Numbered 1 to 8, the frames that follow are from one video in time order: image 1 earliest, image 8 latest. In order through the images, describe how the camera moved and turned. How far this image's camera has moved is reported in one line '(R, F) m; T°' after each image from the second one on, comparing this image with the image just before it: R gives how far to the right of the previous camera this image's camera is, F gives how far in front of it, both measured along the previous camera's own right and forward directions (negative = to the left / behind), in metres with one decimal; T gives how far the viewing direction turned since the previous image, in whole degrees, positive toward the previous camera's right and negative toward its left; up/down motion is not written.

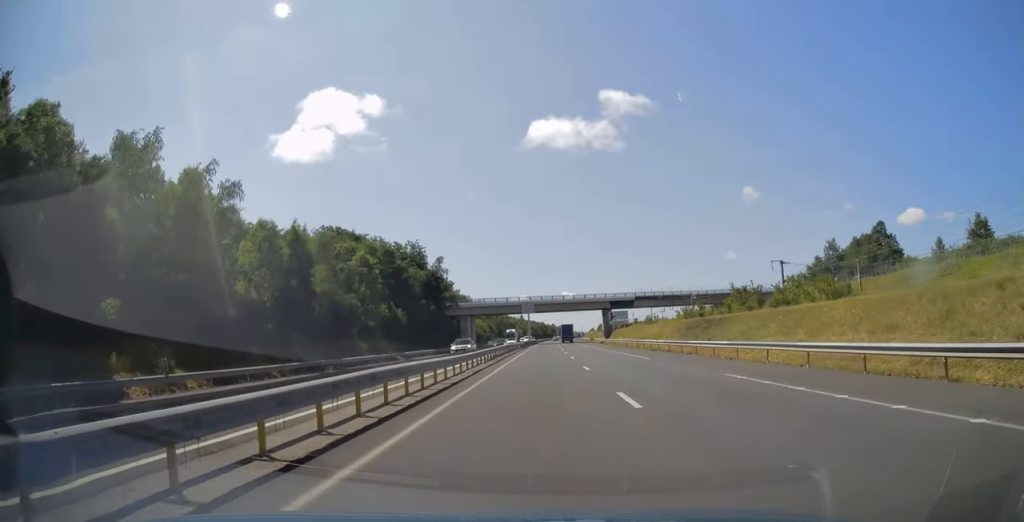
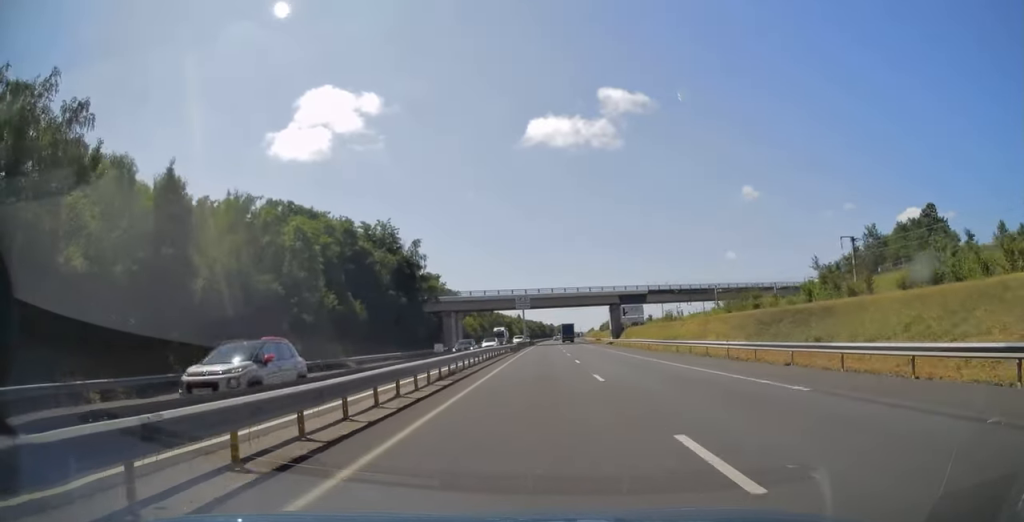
(+0.1, +18.4) m; 0°
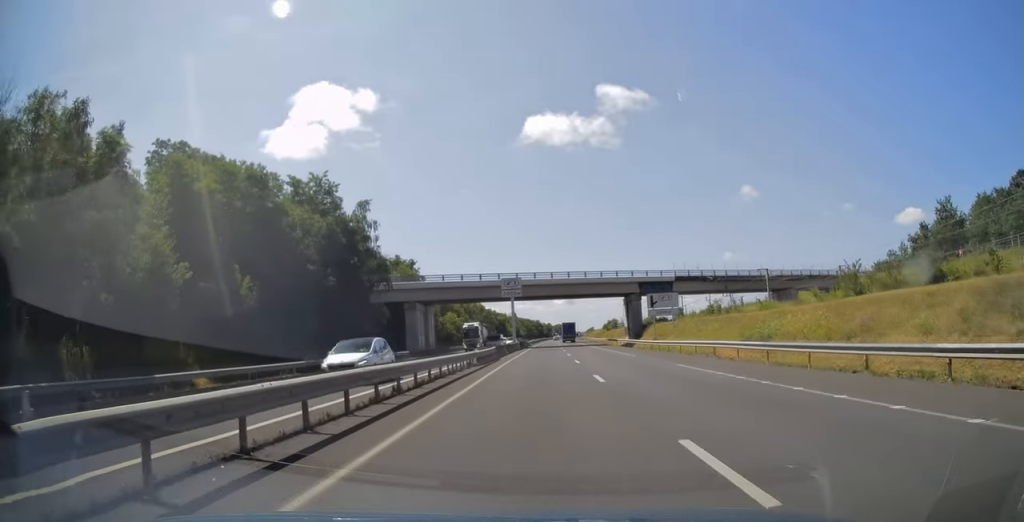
(+0.1, +25.4) m; 0°
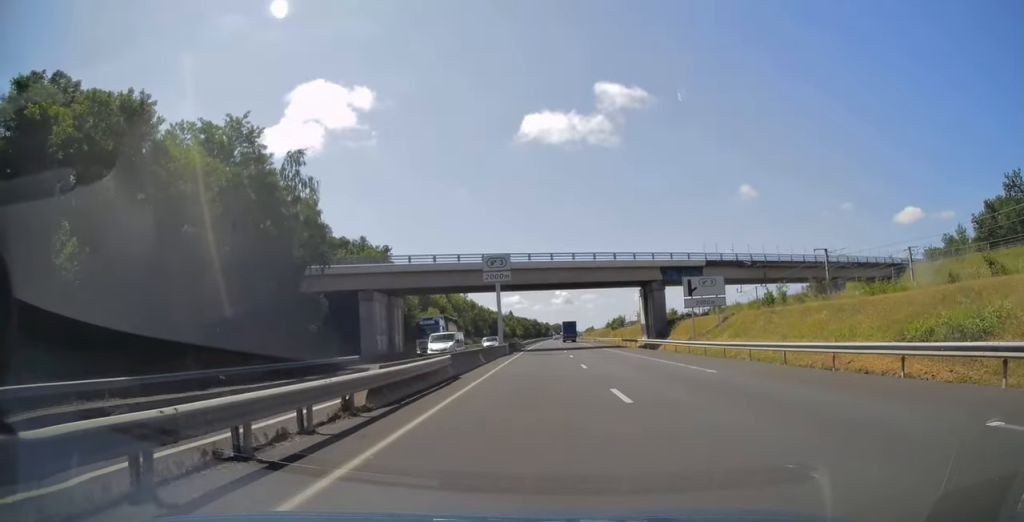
(0.0, +17.9) m; 0°
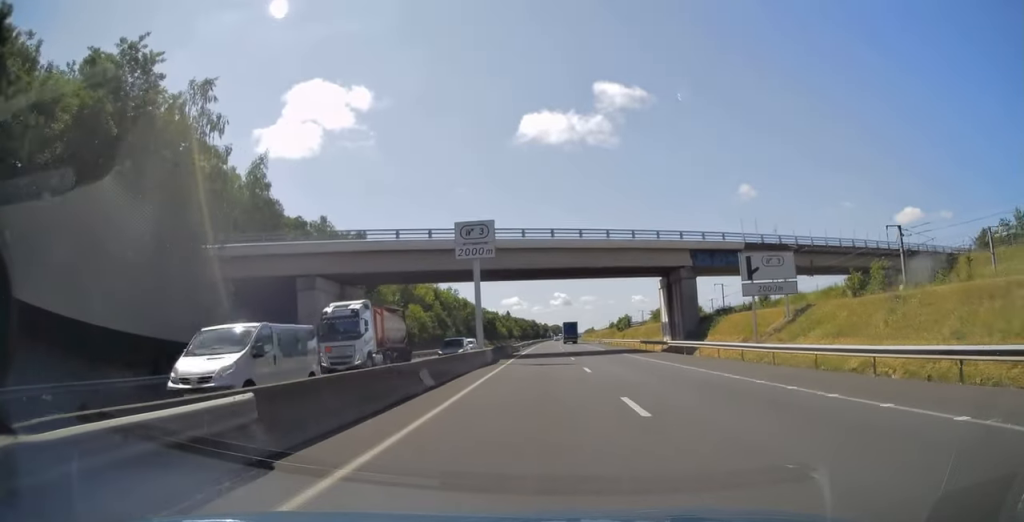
(0.0, +14.5) m; 0°
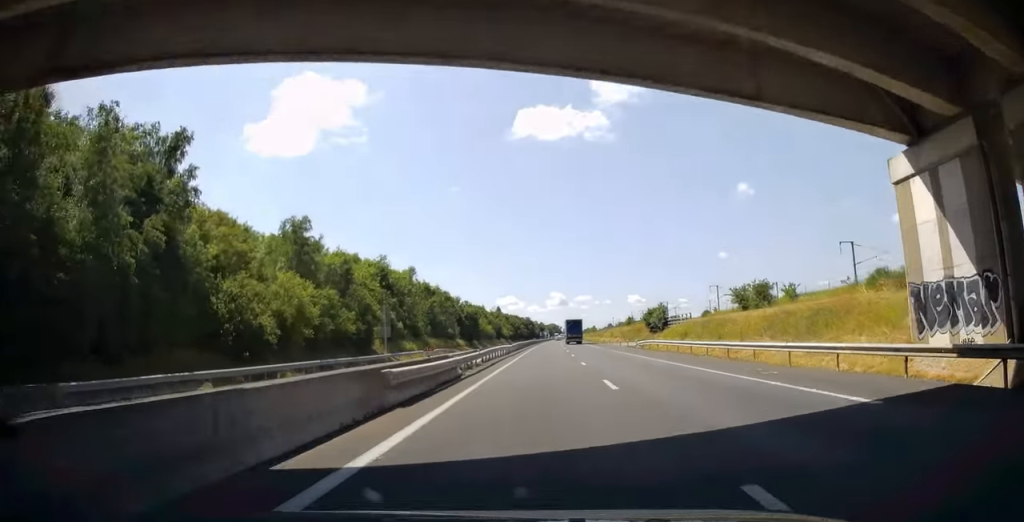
(+0.1, +45.3) m; 0°
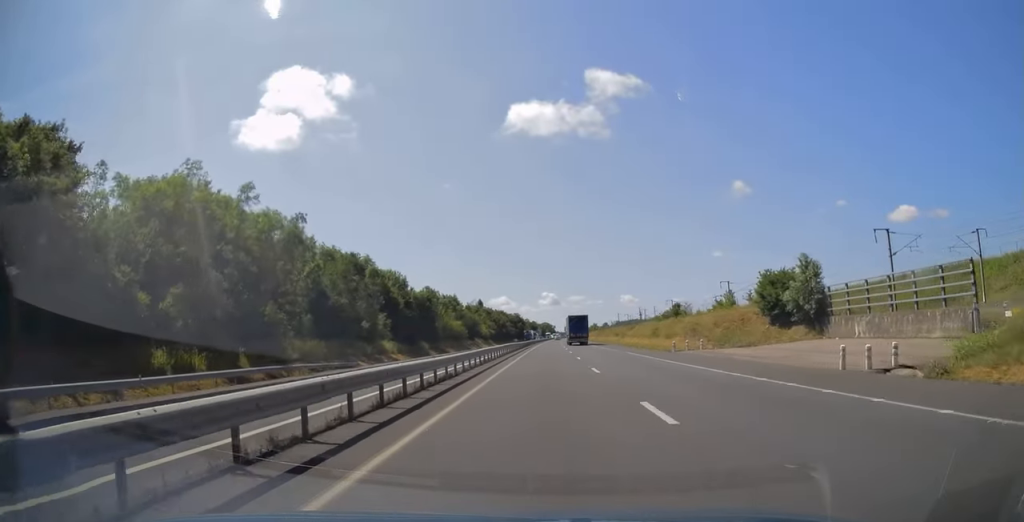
(+0.4, +56.5) m; +1°
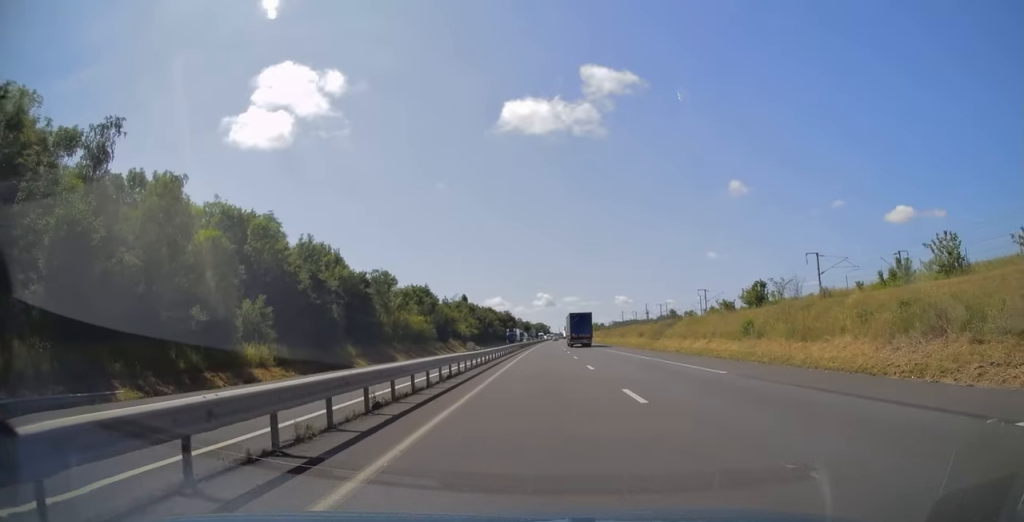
(+0.1, +35.0) m; 0°
